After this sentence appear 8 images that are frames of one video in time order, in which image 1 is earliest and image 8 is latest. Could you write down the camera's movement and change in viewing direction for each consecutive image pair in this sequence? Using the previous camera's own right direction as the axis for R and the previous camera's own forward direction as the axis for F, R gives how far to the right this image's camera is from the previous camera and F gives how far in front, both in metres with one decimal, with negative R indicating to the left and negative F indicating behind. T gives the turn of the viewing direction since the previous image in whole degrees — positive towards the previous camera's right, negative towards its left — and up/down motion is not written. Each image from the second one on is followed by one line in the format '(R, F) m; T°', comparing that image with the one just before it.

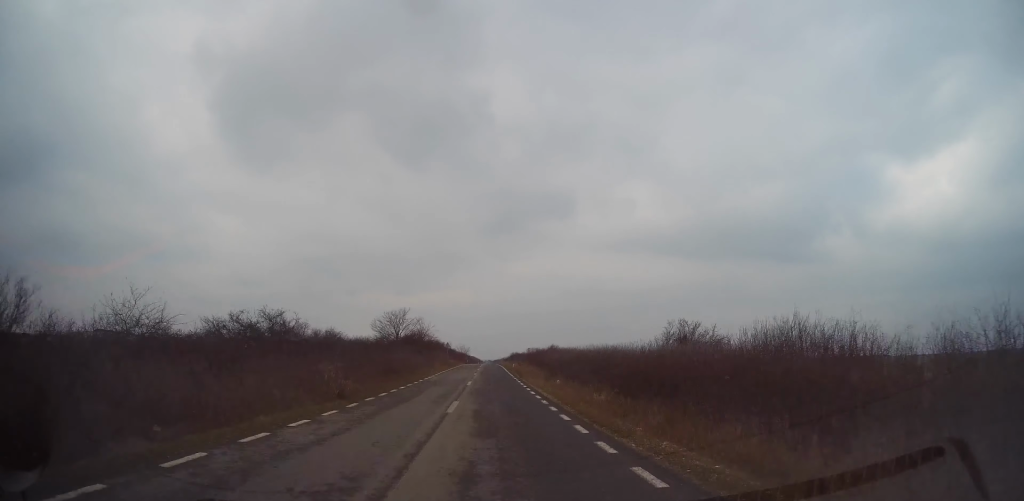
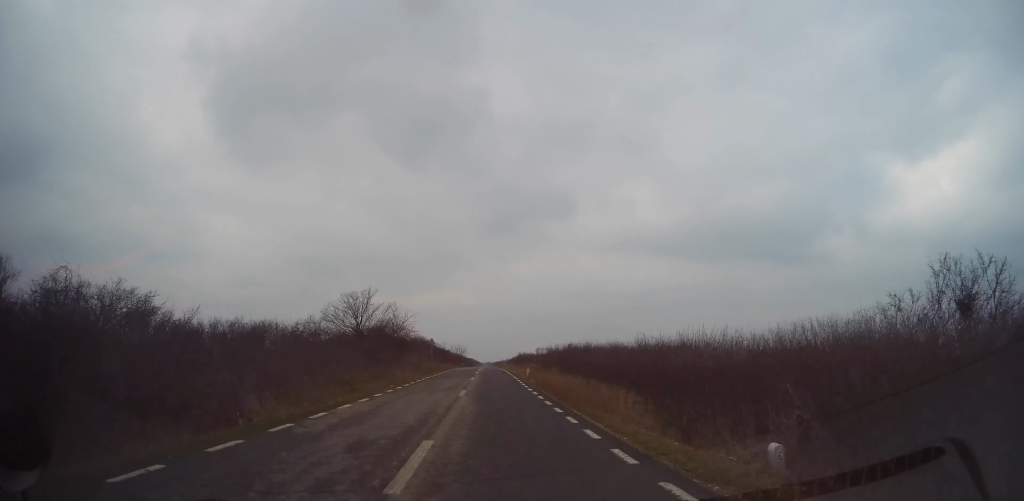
(-0.1, +19.5) m; 0°
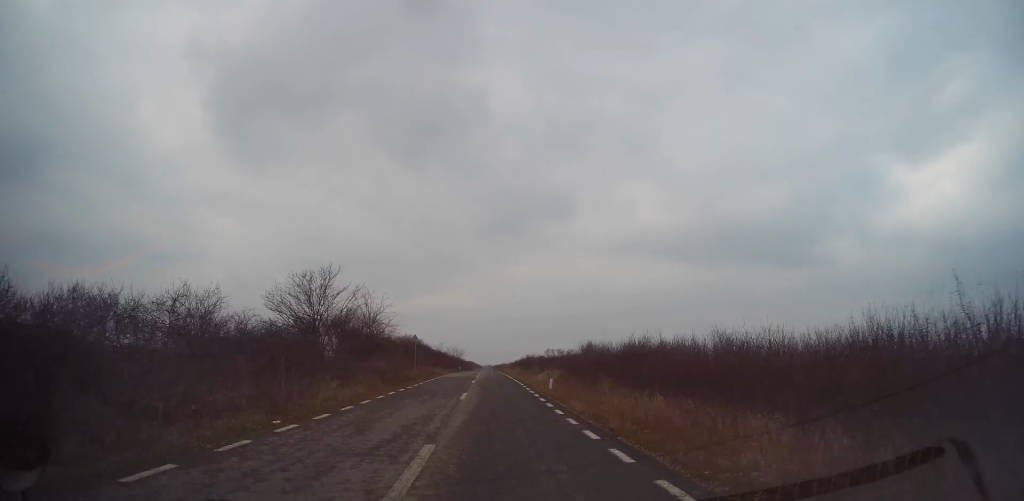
(0.0, +12.2) m; 0°
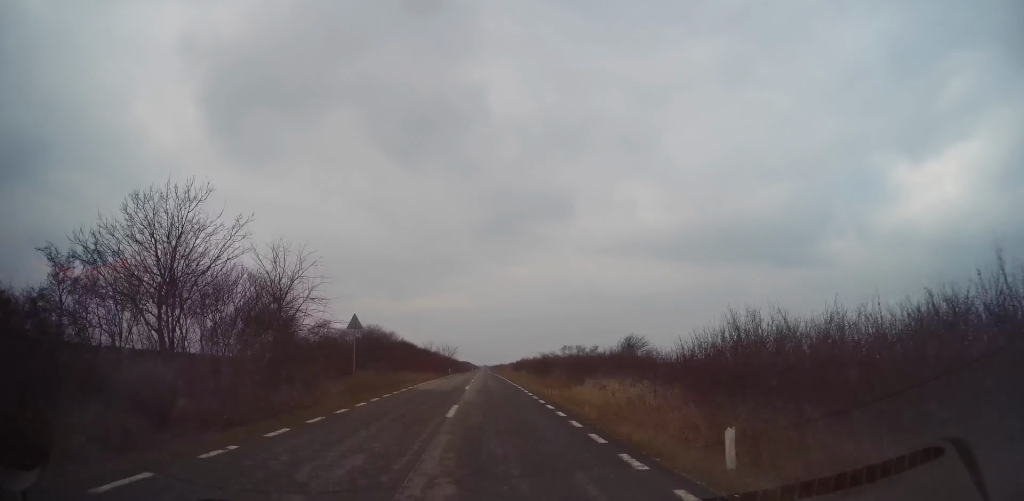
(+0.1, +17.0) m; 0°
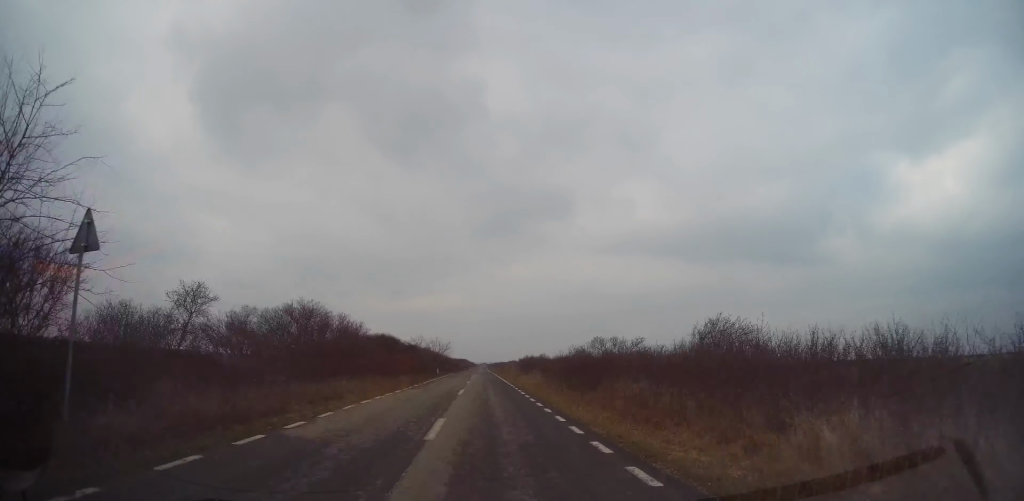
(0.0, +15.1) m; 0°
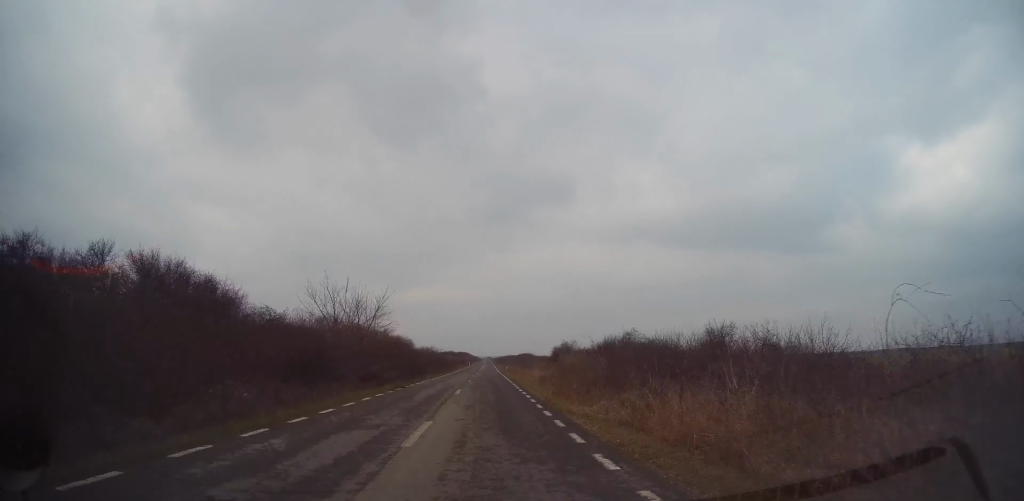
(-0.1, +48.5) m; 0°
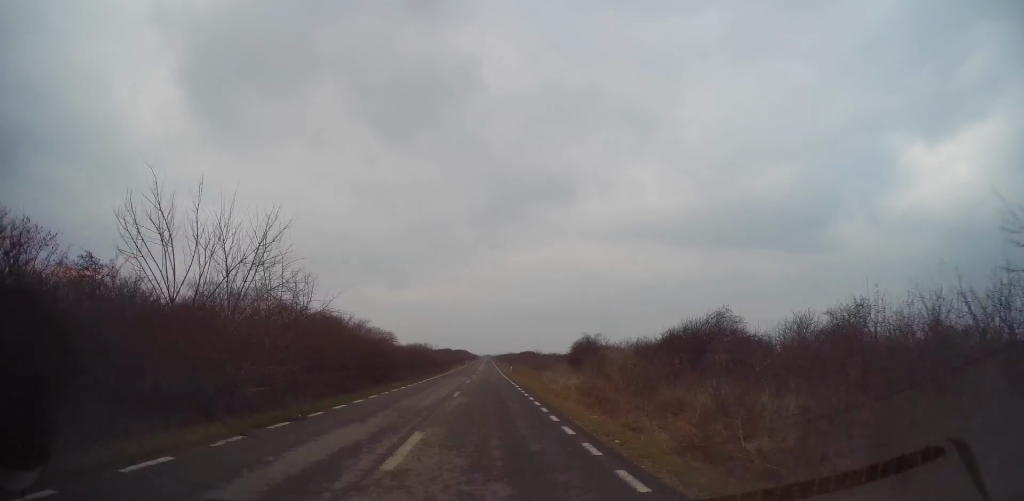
(0.0, +13.3) m; 0°
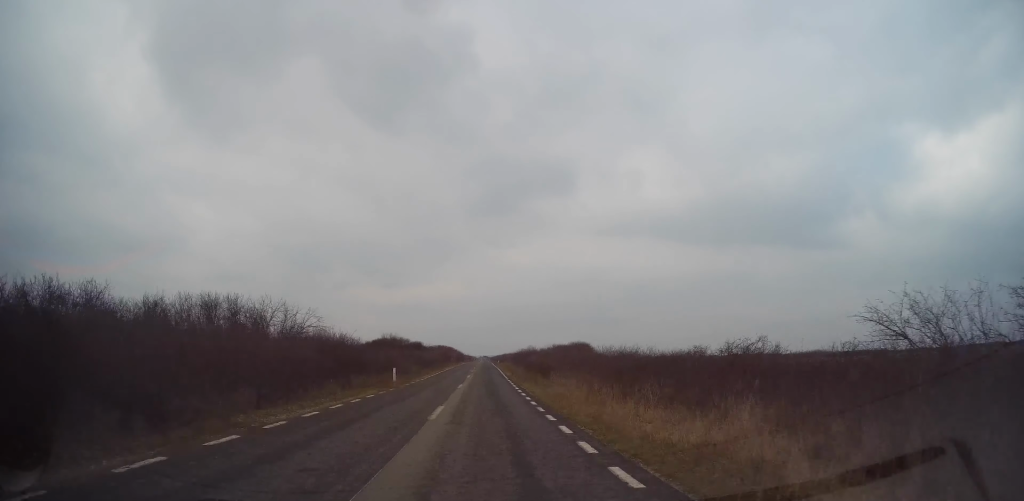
(+0.5, +87.3) m; 0°
